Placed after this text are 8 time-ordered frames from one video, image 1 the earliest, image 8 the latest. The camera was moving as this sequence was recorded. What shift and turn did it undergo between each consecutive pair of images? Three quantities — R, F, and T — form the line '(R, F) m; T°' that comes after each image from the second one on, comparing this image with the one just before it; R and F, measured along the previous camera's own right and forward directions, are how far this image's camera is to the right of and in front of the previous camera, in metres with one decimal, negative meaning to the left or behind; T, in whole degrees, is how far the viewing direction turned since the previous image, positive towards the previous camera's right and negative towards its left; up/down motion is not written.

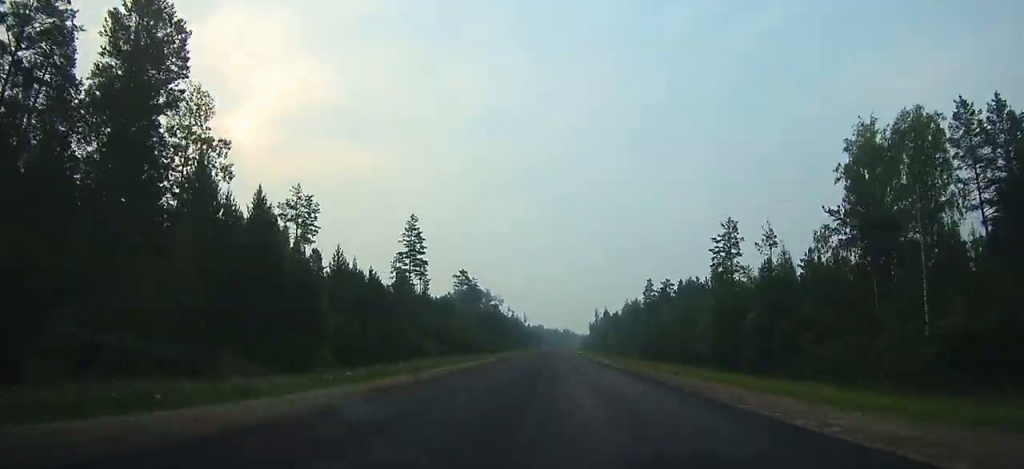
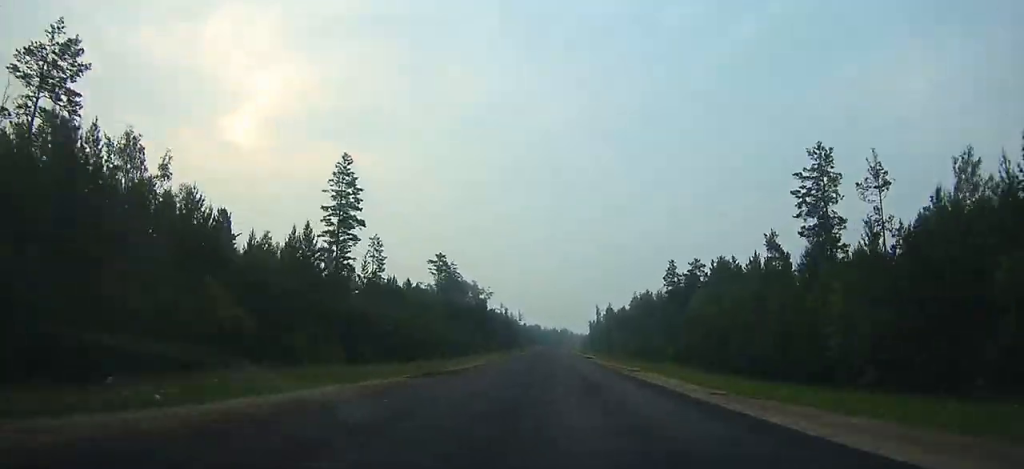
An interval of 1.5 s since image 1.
(+0.1, +39.0) m; 0°
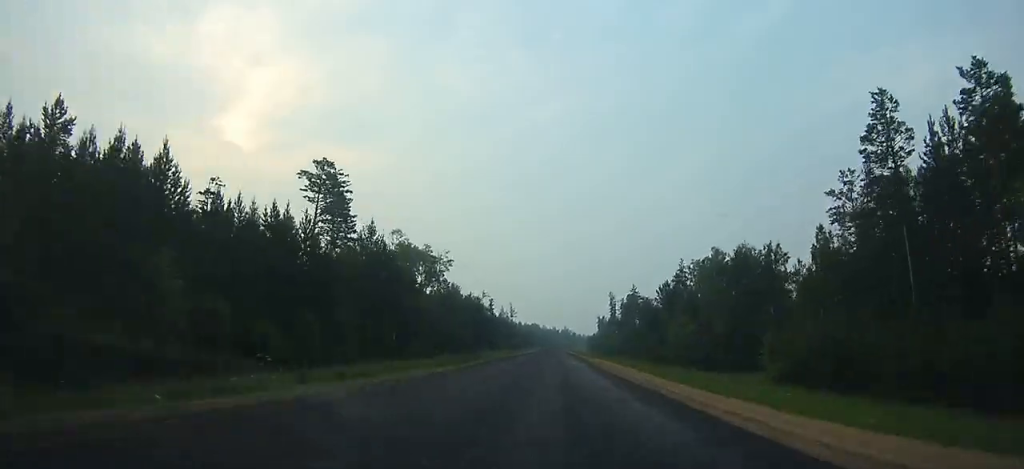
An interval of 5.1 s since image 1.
(+0.1, +93.8) m; 0°
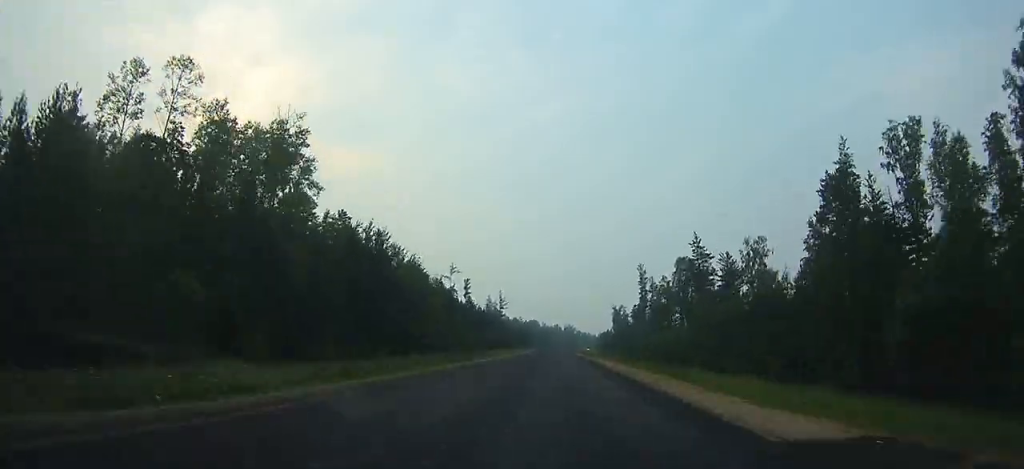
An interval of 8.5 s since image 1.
(-0.2, +87.0) m; 0°
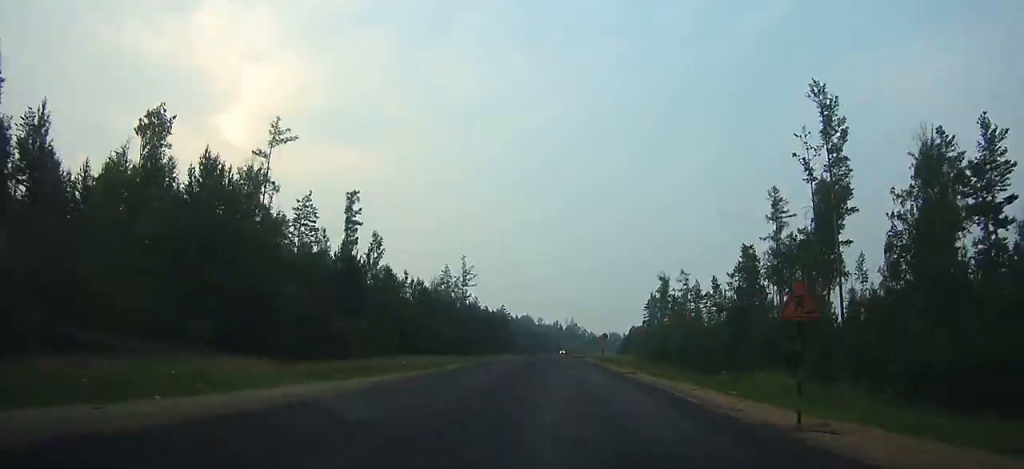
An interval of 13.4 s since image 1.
(+0.3, +119.3) m; 0°
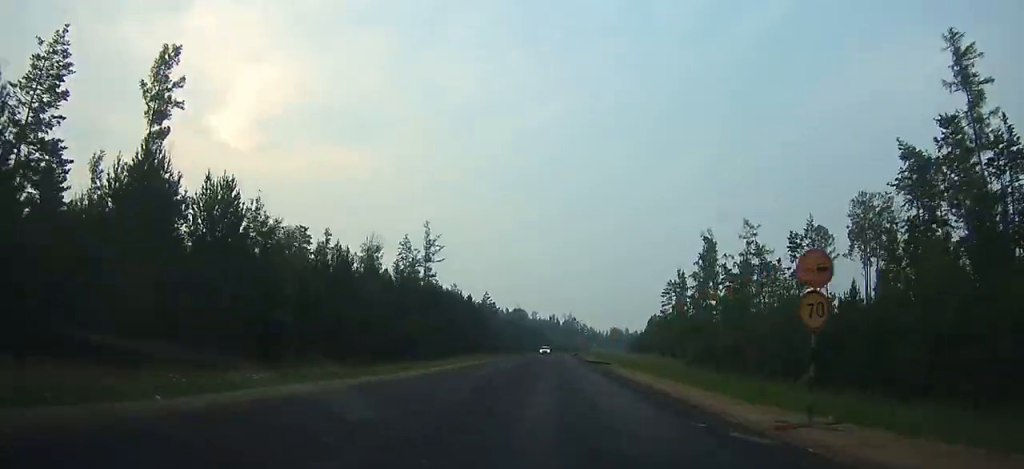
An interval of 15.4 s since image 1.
(+0.1, +48.2) m; 0°
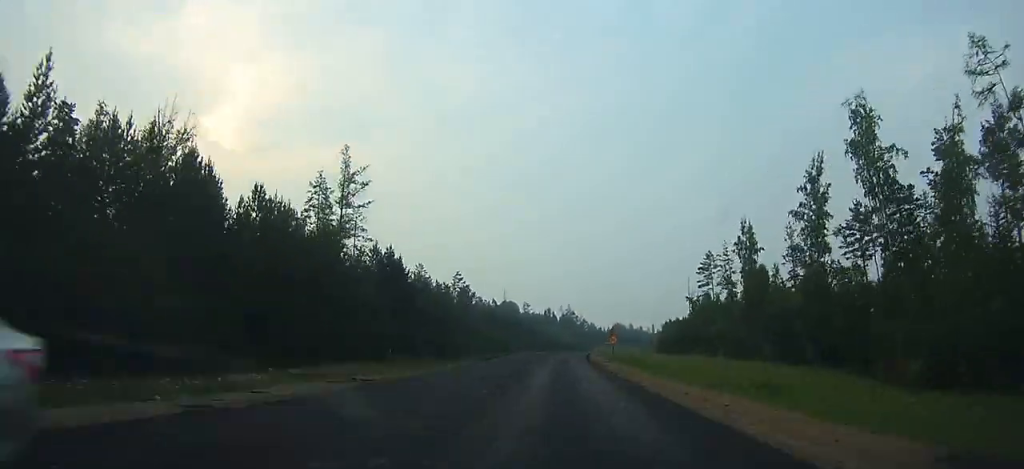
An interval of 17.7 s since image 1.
(+0.1, +55.7) m; 0°
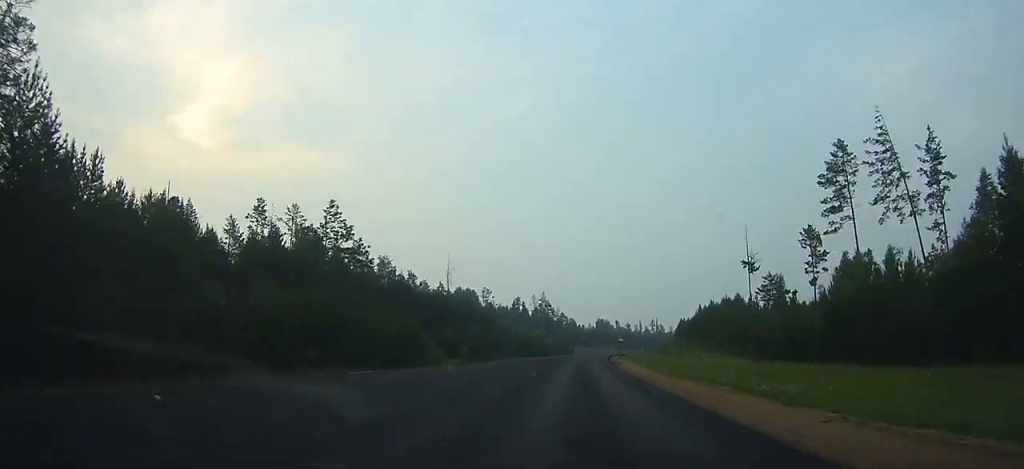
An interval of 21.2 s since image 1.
(+1.3, +81.4) m; +3°
